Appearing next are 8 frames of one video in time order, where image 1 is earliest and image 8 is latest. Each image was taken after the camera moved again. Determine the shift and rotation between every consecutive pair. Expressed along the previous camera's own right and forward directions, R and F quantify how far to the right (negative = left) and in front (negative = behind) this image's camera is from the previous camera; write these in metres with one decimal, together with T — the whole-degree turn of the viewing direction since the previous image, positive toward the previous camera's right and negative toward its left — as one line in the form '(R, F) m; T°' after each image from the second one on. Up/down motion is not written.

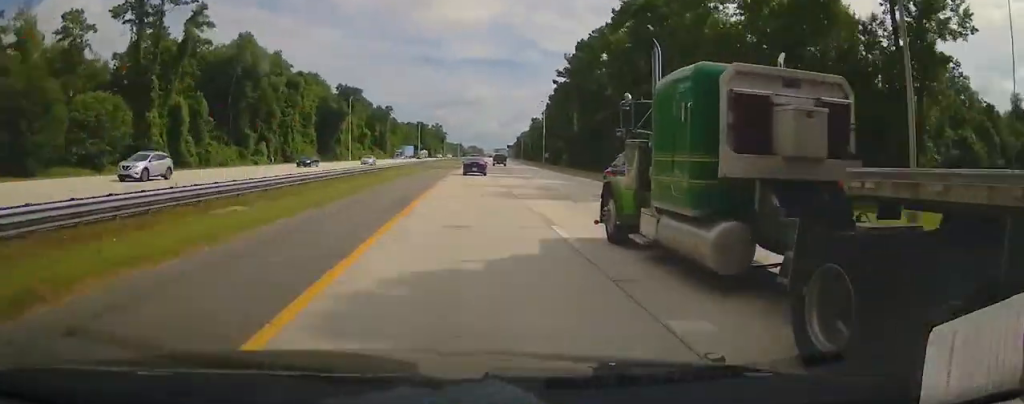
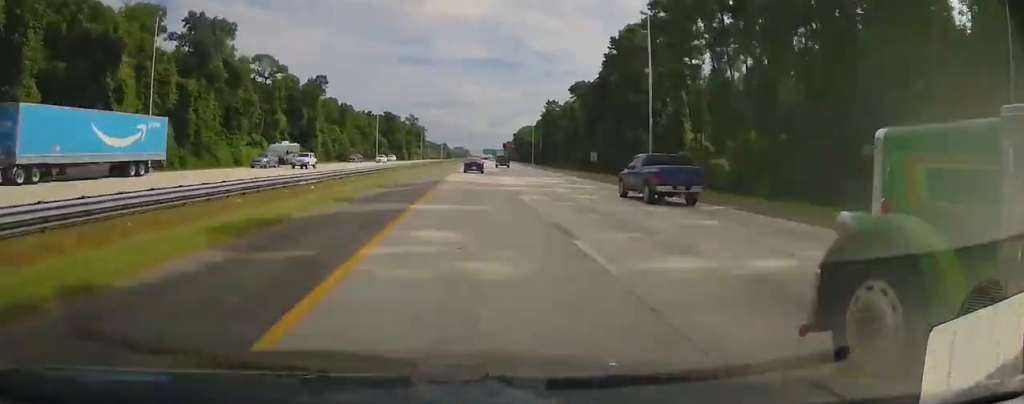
(+1.0, +86.9) m; +1°
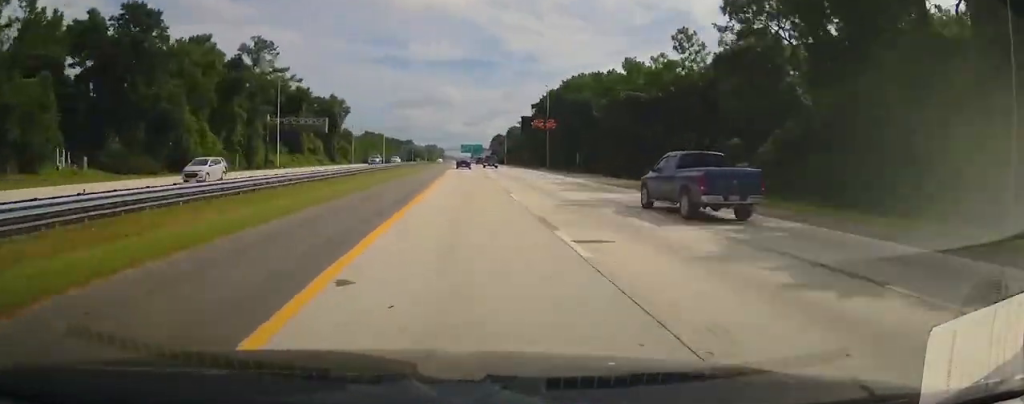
(+4.1, +191.7) m; +2°
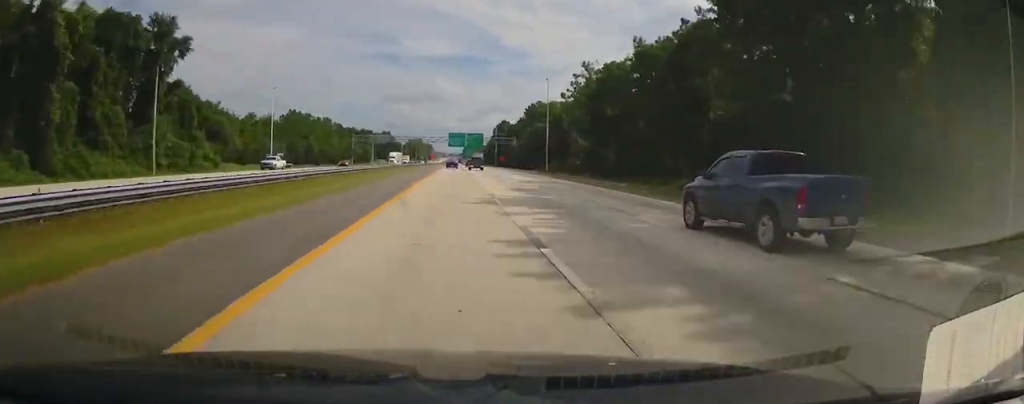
(+1.4, +122.9) m; +1°
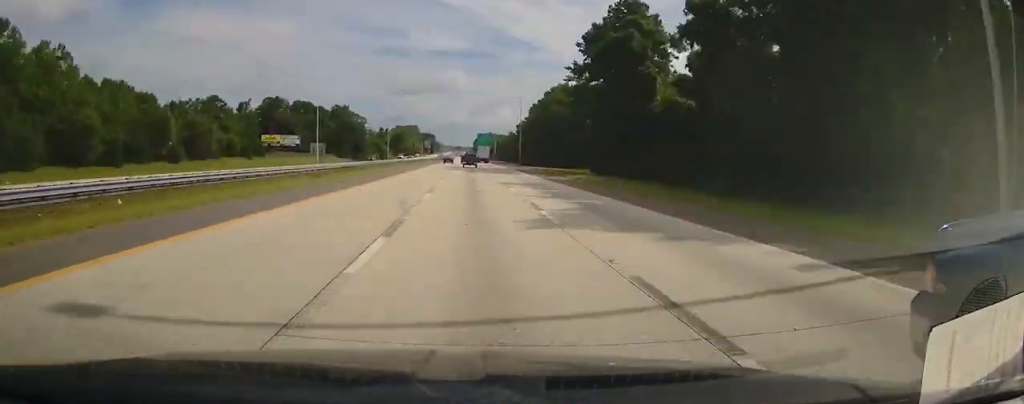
(-1.0, +203.9) m; -1°
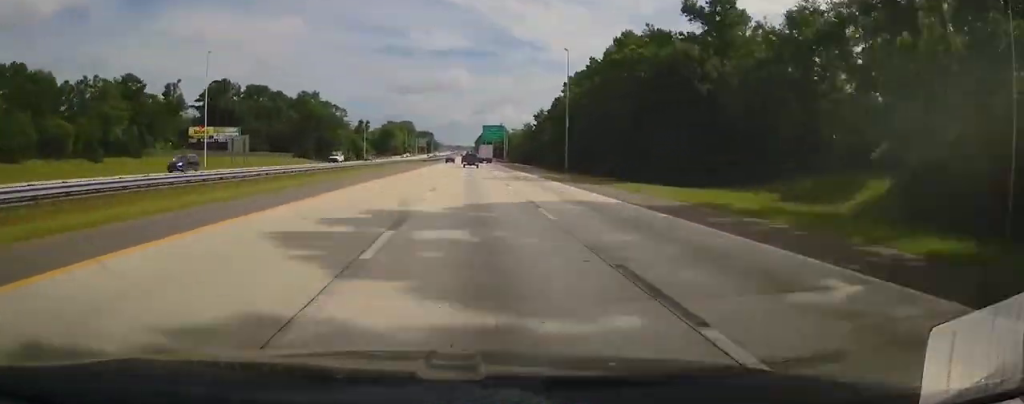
(-0.2, +58.8) m; 0°
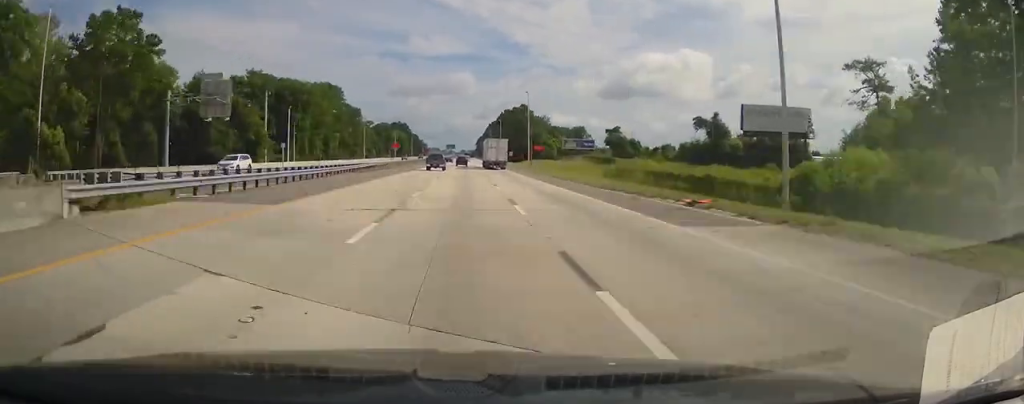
(-0.5, +278.6) m; 0°
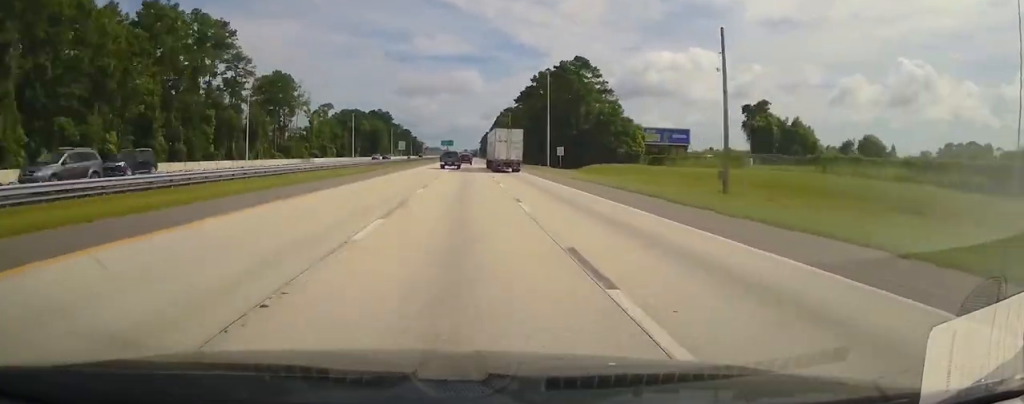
(0.0, +107.6) m; 0°
